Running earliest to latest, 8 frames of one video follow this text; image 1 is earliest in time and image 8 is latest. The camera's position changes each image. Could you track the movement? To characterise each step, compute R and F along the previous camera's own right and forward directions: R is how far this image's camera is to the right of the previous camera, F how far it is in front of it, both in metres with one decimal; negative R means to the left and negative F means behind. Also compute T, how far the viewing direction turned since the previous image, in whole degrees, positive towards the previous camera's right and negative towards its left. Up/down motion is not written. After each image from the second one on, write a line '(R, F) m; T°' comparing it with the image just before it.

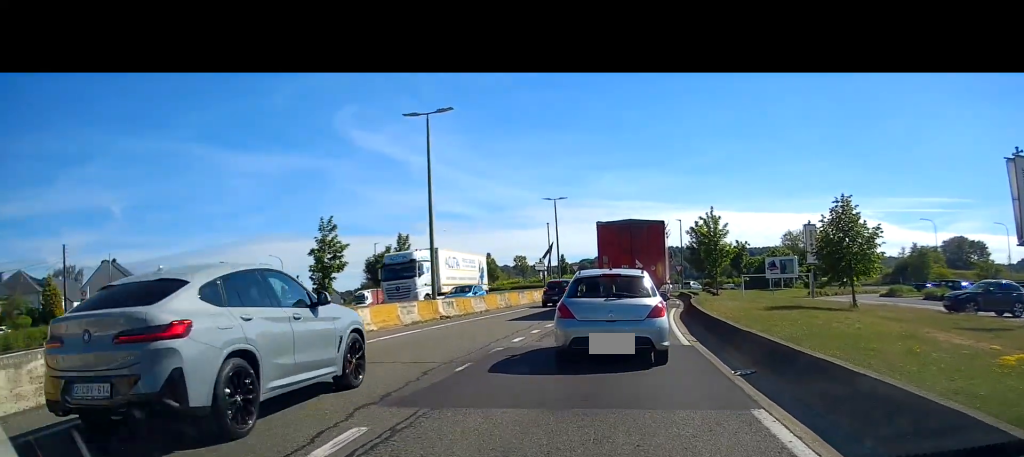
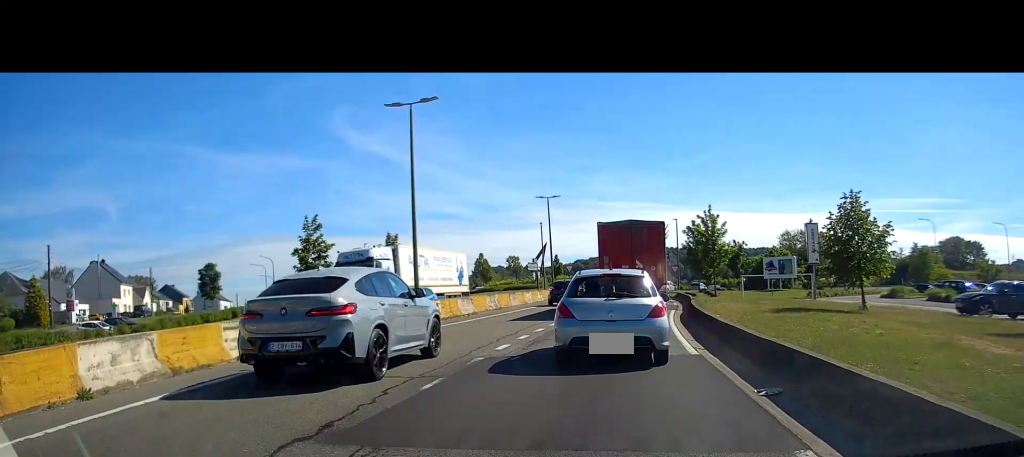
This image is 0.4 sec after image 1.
(0.0, +1.6) m; 0°
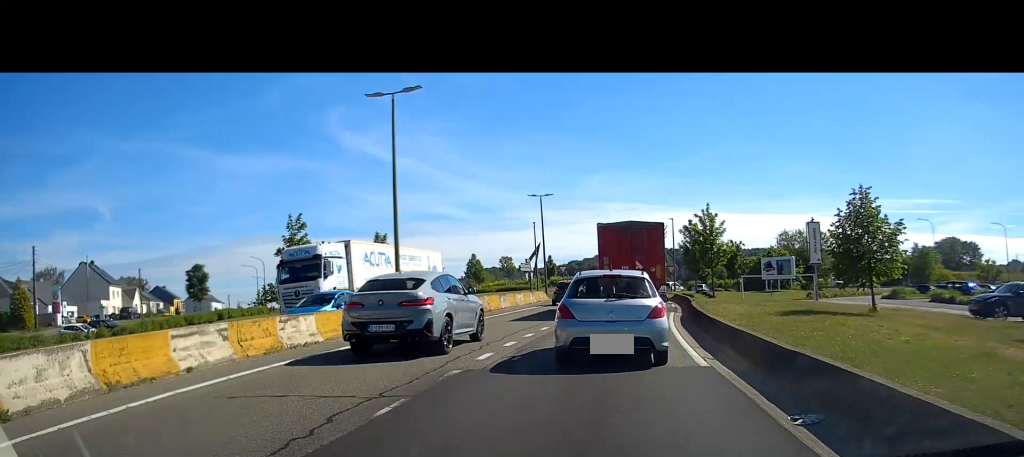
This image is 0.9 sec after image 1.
(0.0, +1.6) m; 0°
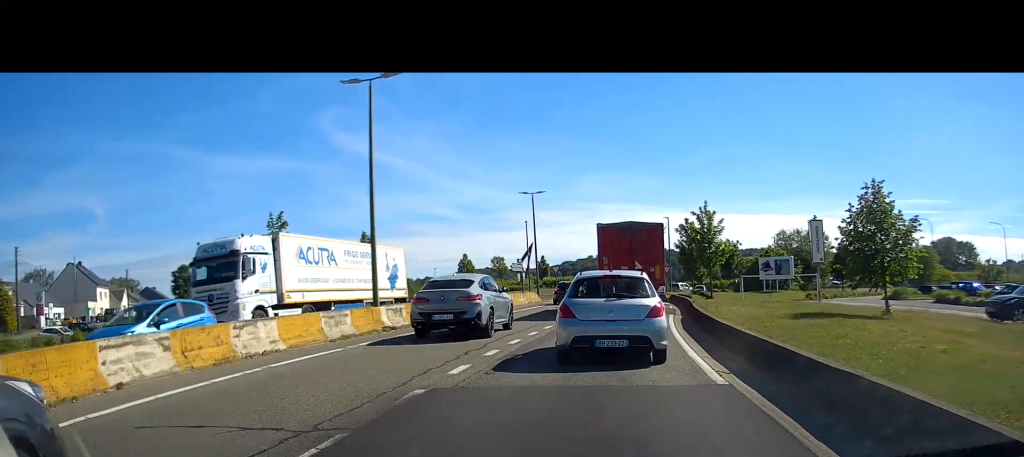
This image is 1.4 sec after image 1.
(0.0, +1.8) m; +1°
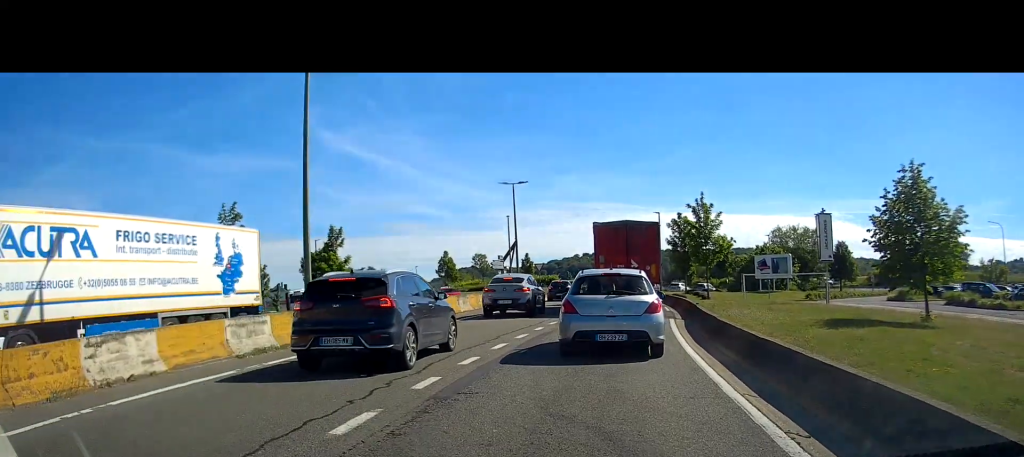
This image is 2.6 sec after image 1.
(+0.1, +4.1) m; +2°
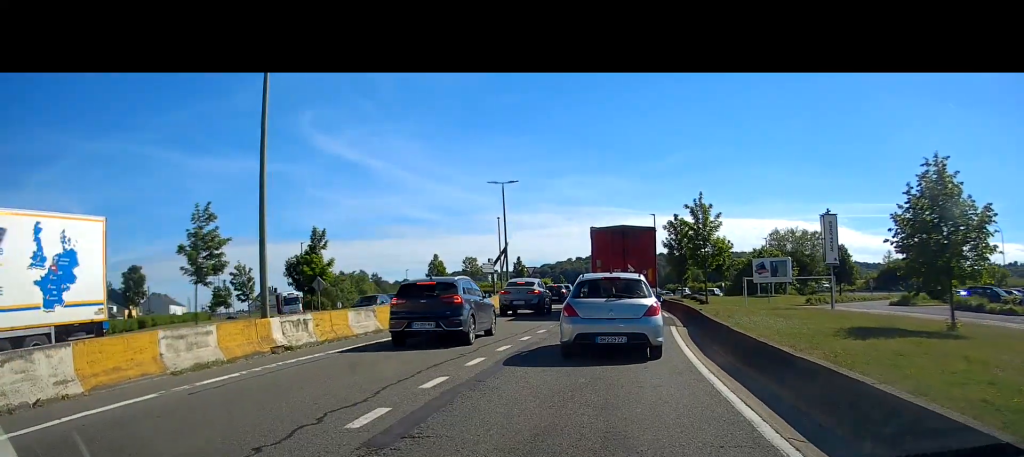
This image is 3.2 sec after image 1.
(0.0, +2.1) m; +1°
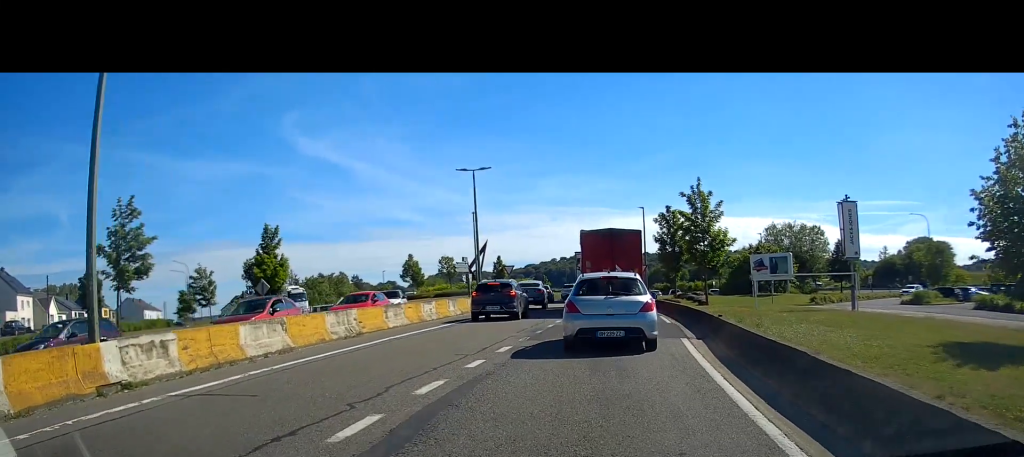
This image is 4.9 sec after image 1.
(+0.1, +6.7) m; +1°
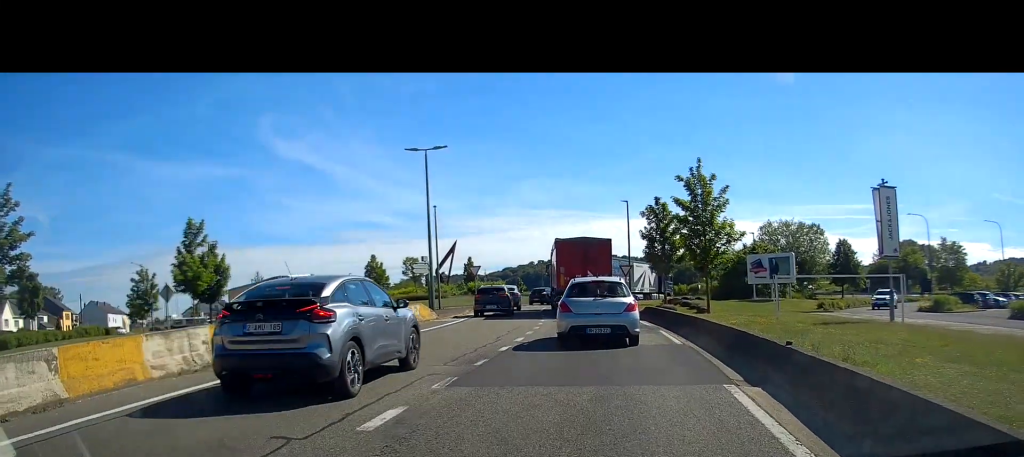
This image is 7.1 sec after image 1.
(0.0, +8.9) m; 0°
